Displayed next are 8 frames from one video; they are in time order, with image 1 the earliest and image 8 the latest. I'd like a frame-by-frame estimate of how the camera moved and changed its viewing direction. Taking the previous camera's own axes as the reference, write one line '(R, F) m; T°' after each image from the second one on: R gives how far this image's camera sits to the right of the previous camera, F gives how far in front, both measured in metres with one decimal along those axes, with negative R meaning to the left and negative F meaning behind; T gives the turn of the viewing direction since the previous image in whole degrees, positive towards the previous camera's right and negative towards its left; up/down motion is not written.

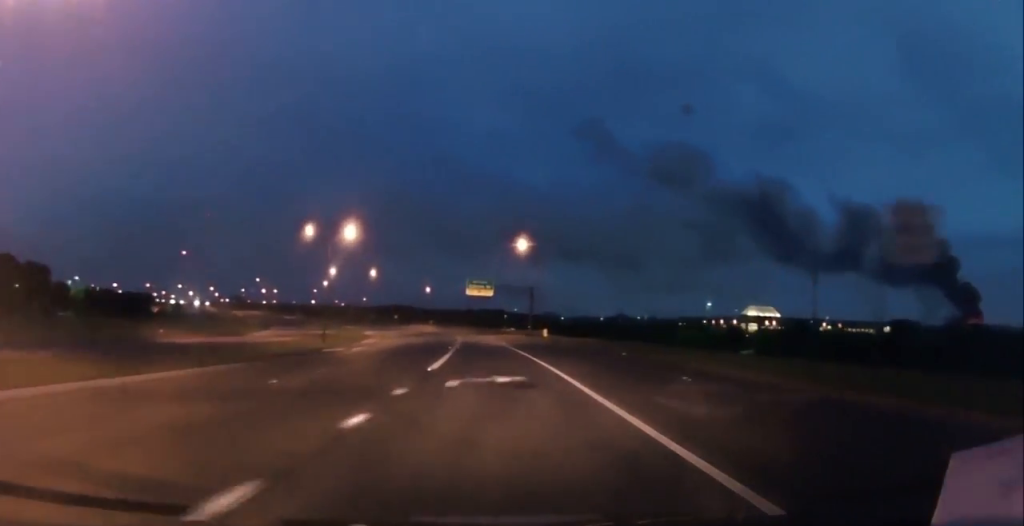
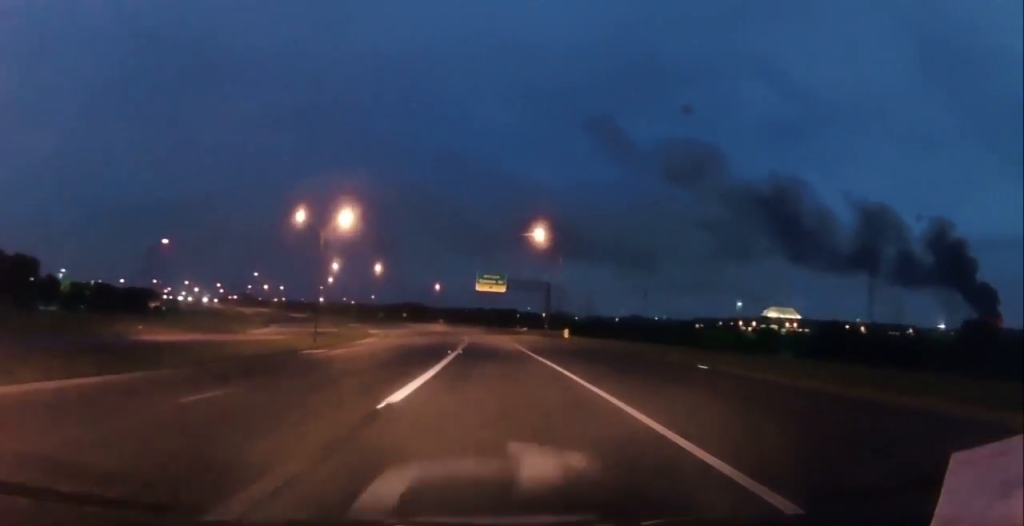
(0.0, +10.4) m; -1°
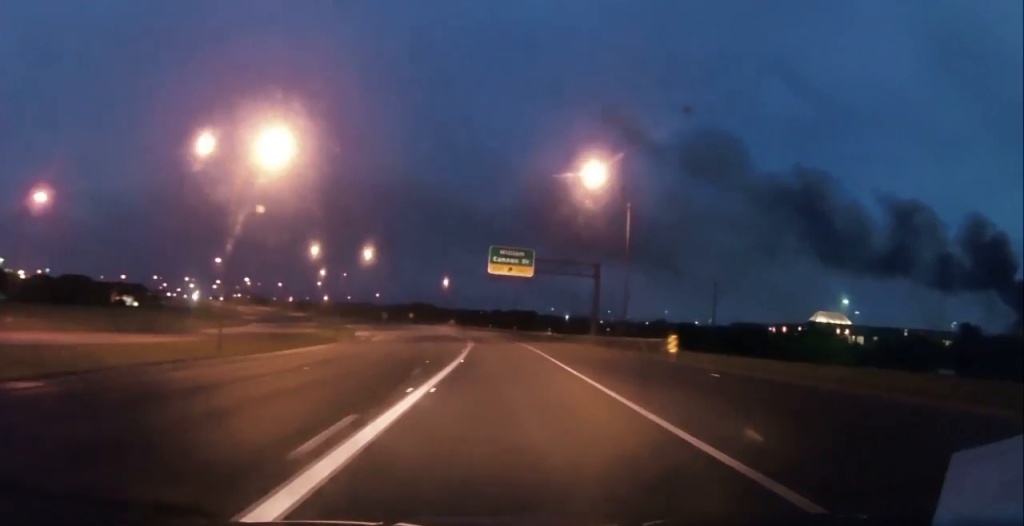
(-0.8, +33.5) m; -2°
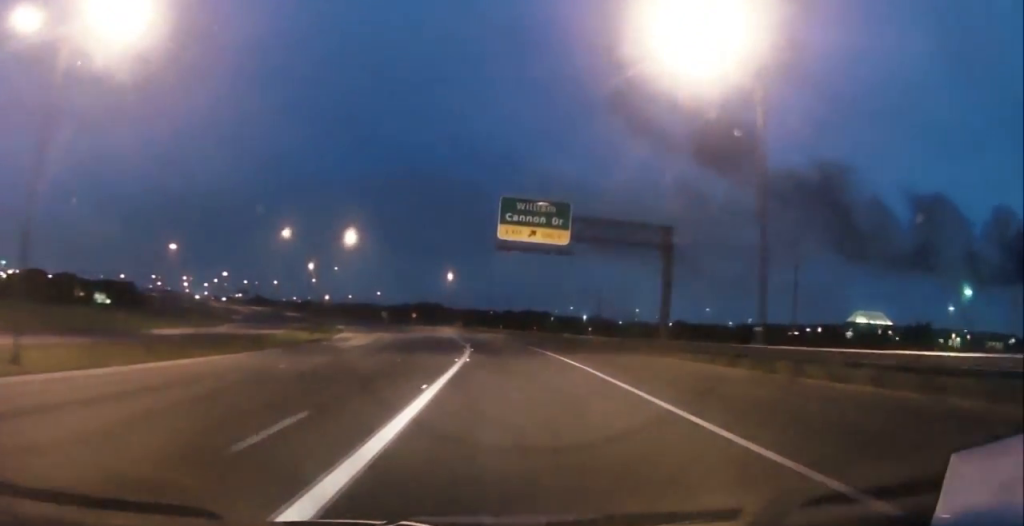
(-0.3, +24.5) m; -1°
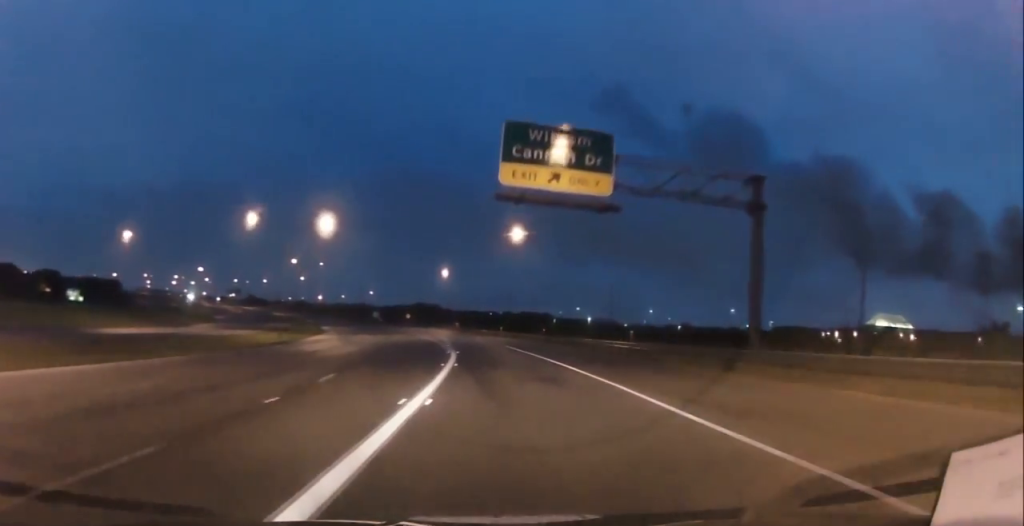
(-0.1, +15.2) m; 0°
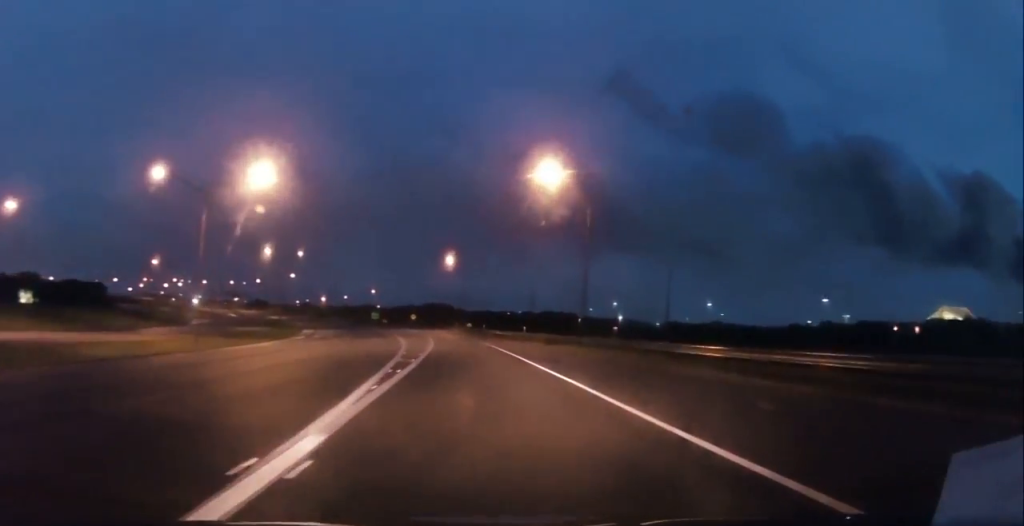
(-0.5, +30.7) m; -2°
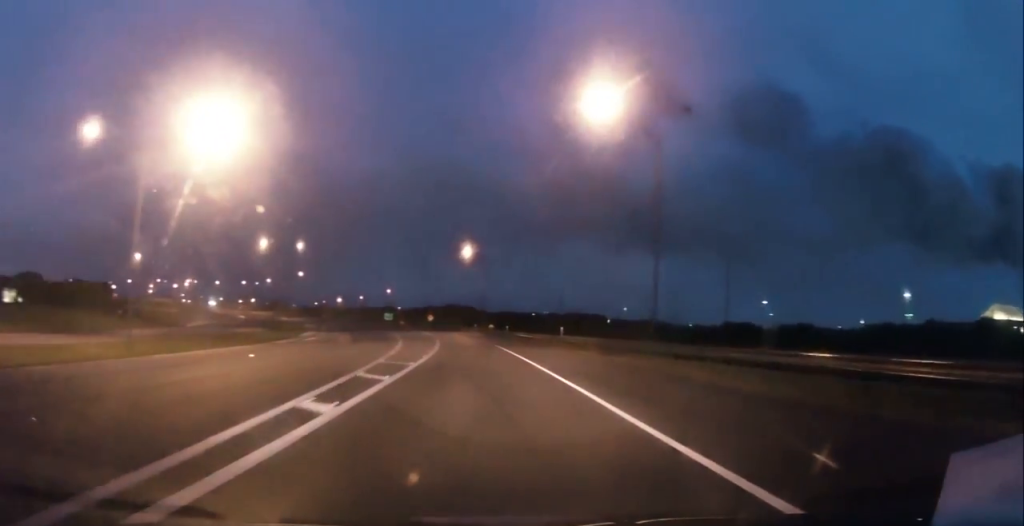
(-0.2, +15.6) m; -1°
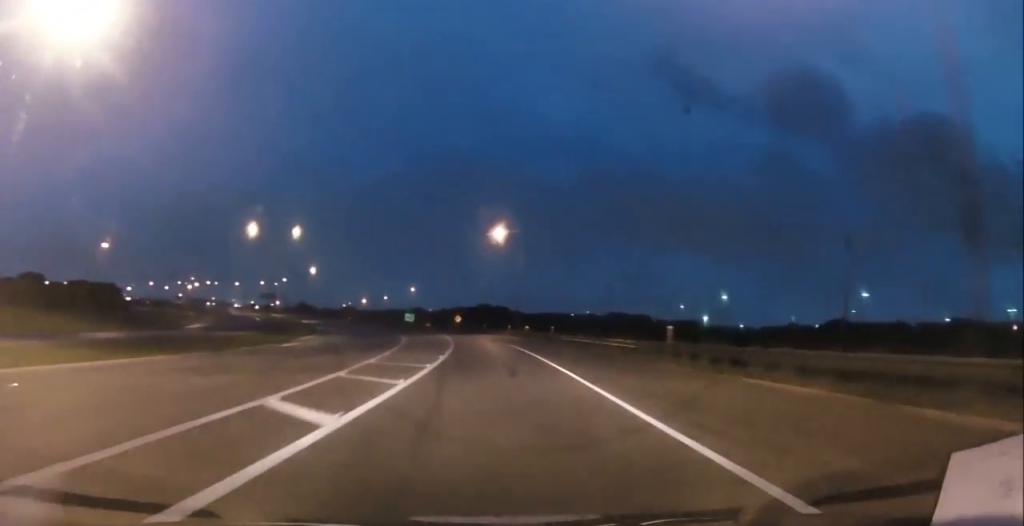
(0.0, +21.5) m; -2°
